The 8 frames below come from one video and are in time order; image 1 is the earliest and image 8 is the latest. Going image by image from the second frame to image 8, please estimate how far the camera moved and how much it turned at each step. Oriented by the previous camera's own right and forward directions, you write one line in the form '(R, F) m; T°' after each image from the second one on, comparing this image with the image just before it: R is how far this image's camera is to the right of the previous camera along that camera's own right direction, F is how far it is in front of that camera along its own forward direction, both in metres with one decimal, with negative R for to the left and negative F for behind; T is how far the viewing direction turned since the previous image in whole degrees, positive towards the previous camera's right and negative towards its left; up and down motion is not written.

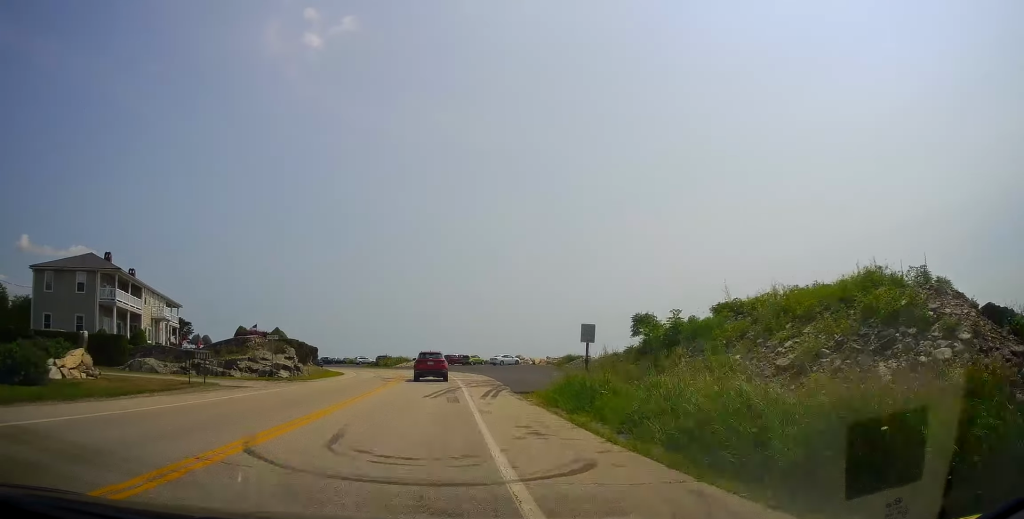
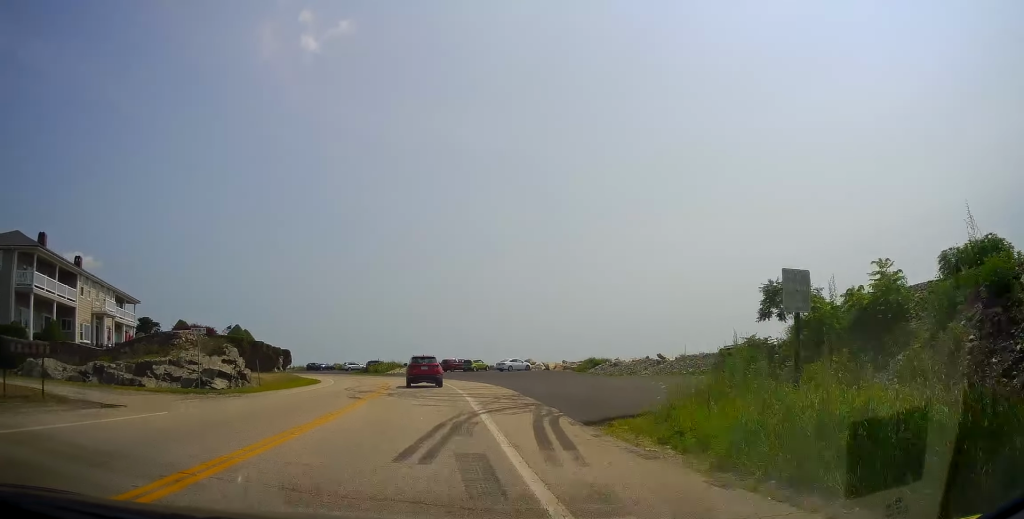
(-0.4, +11.5) m; -1°
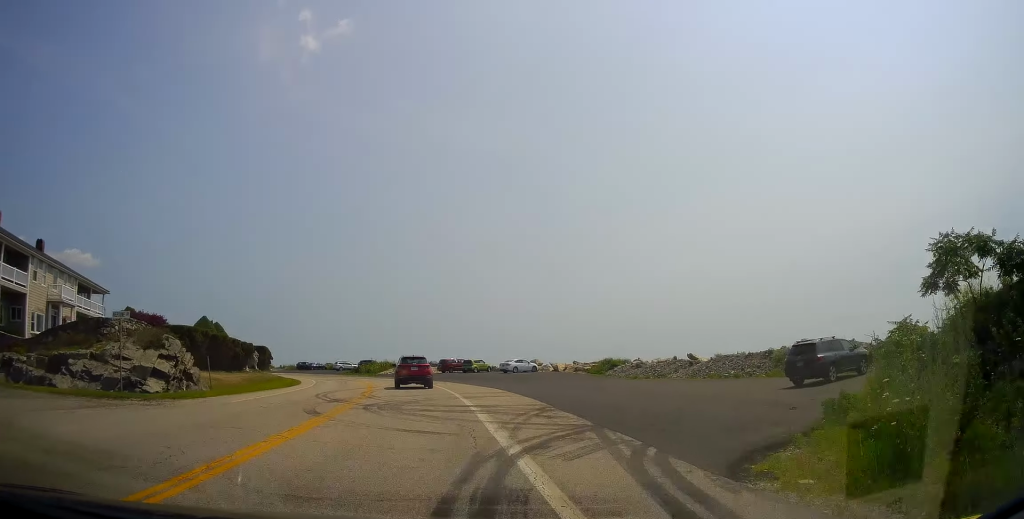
(-0.3, +6.7) m; 0°
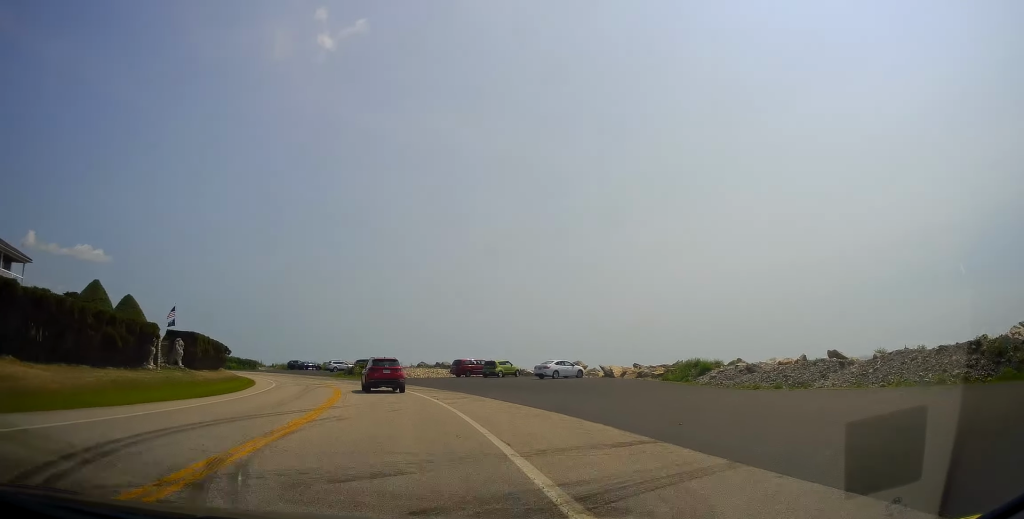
(+0.6, +15.9) m; -1°
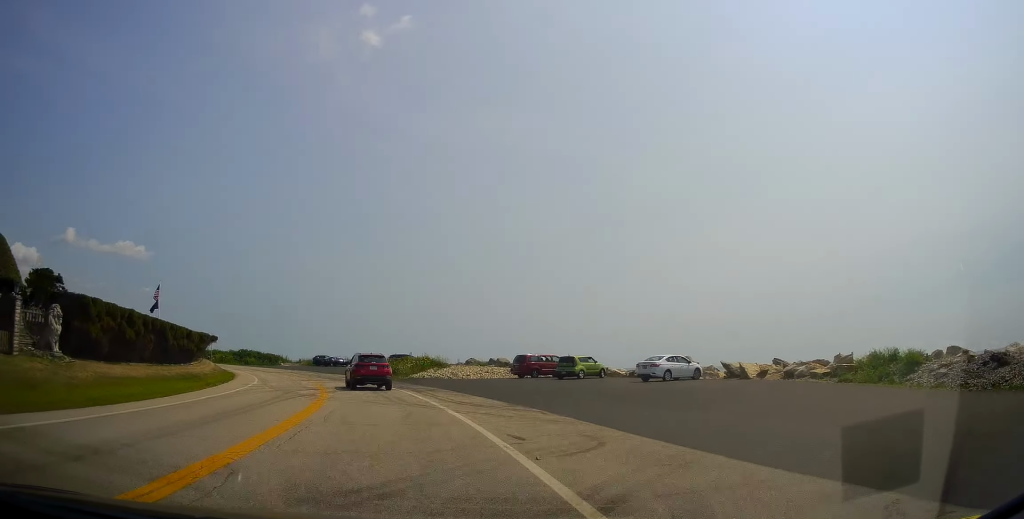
(-0.9, +14.3) m; -4°
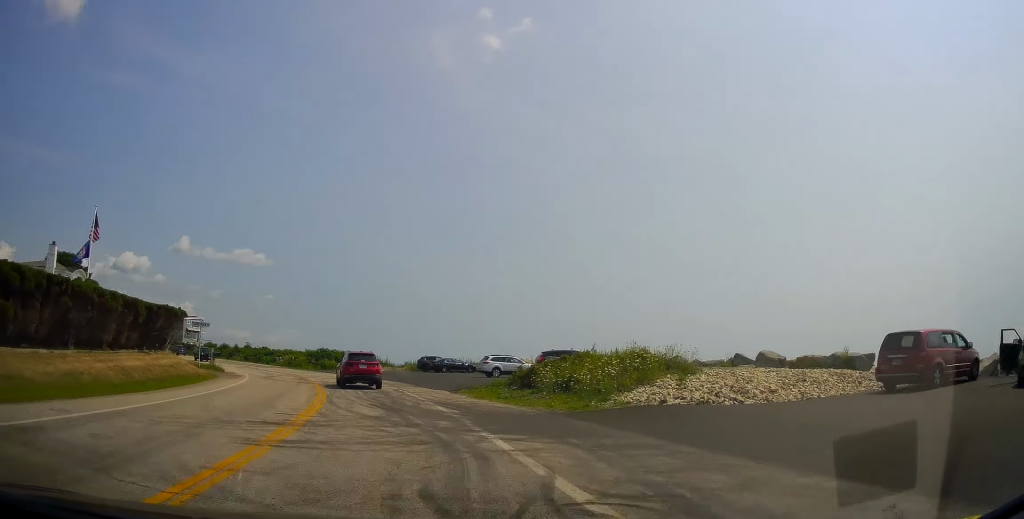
(-2.1, +27.2) m; -13°
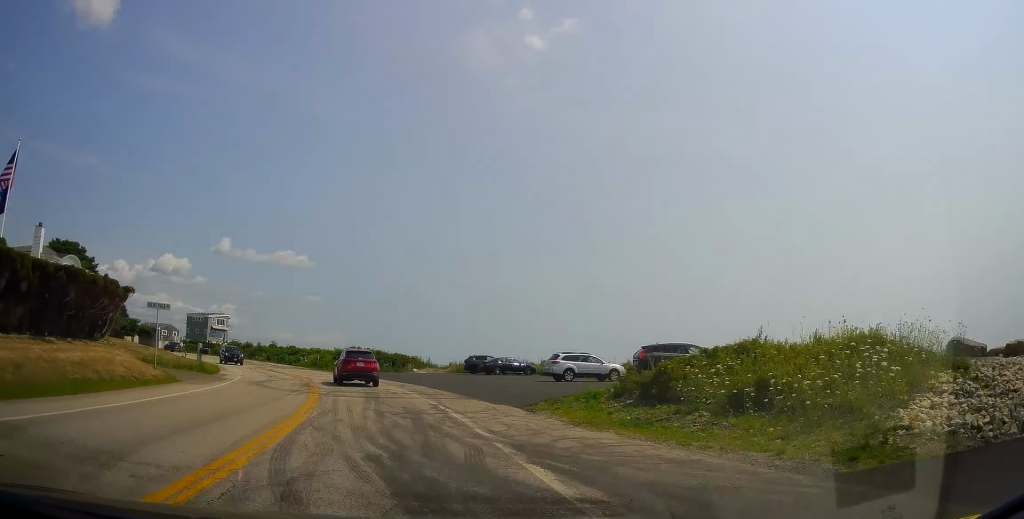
(-0.7, +9.8) m; -4°
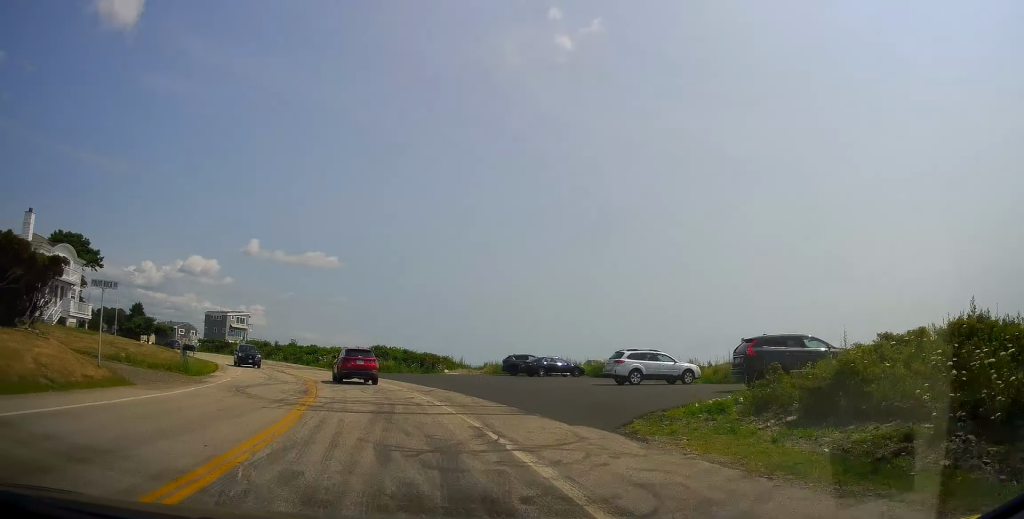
(-0.1, +6.2) m; -3°
